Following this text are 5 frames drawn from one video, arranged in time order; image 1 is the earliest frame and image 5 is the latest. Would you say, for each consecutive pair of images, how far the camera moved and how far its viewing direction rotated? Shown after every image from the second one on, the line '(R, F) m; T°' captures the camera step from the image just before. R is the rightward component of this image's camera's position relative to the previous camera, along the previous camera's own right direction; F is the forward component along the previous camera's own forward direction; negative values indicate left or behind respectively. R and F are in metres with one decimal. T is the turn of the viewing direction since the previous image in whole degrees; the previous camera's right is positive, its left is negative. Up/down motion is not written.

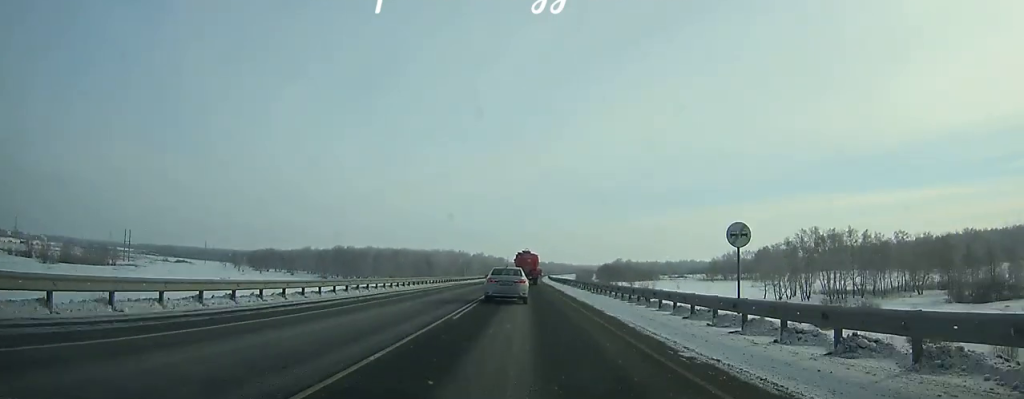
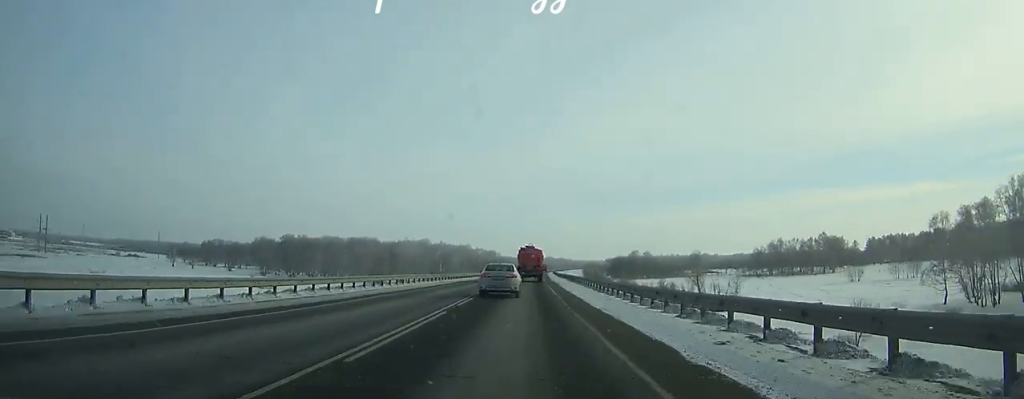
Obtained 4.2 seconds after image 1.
(+0.4, +80.3) m; +1°
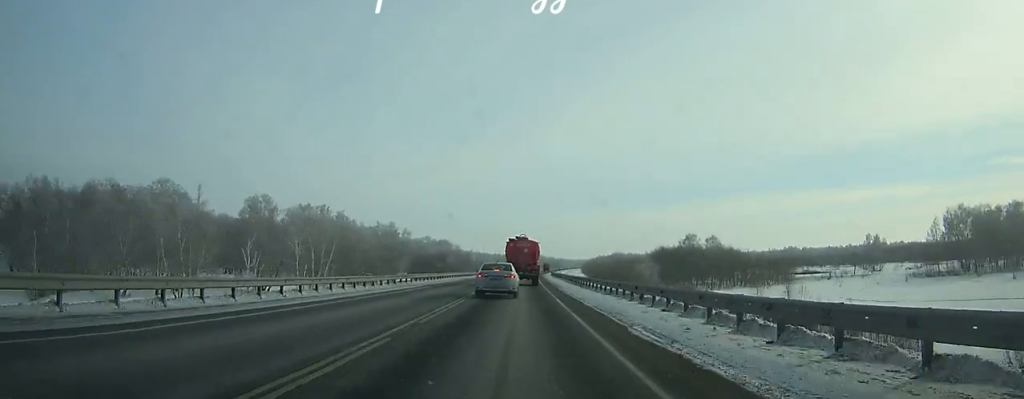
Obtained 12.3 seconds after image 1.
(+3.3, +160.2) m; +2°
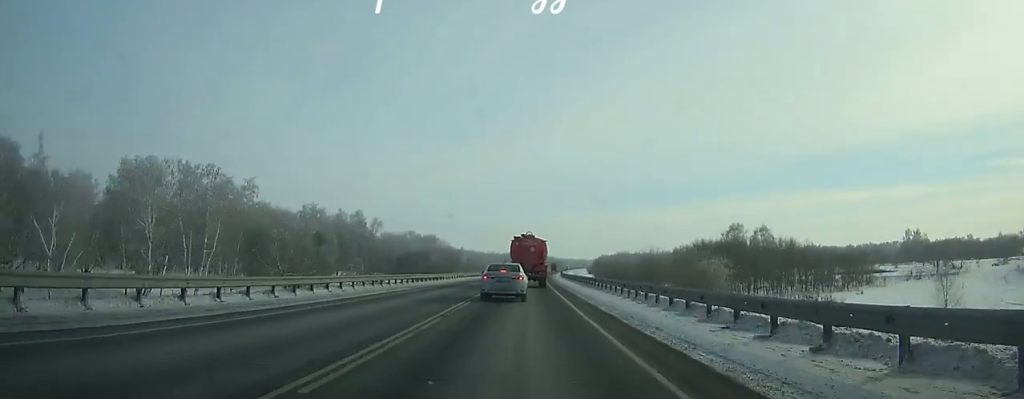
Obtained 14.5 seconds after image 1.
(+0.2, +42.4) m; +1°
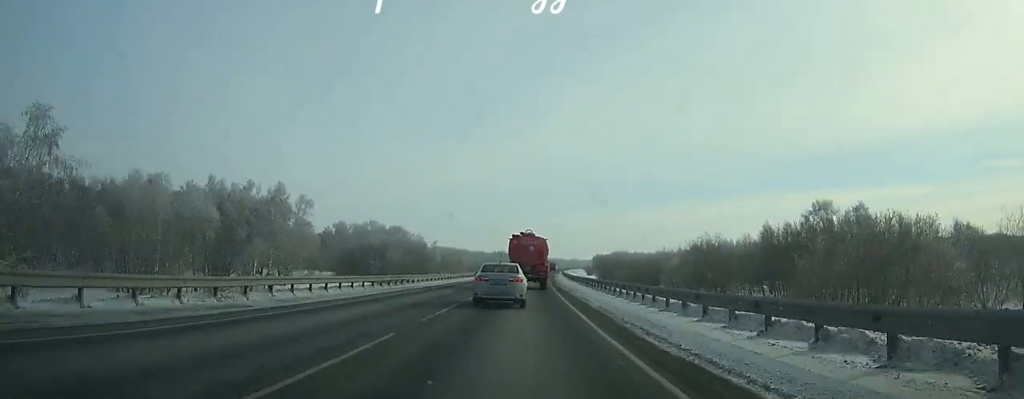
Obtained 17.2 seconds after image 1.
(+0.4, +51.0) m; +1°
